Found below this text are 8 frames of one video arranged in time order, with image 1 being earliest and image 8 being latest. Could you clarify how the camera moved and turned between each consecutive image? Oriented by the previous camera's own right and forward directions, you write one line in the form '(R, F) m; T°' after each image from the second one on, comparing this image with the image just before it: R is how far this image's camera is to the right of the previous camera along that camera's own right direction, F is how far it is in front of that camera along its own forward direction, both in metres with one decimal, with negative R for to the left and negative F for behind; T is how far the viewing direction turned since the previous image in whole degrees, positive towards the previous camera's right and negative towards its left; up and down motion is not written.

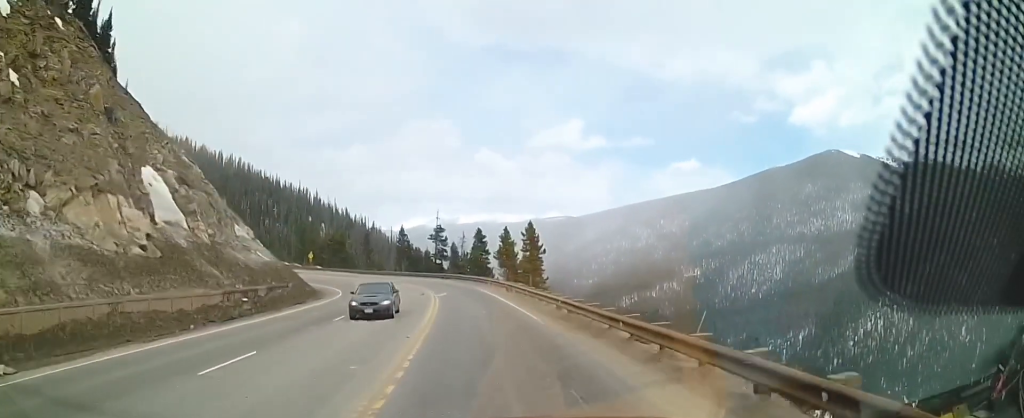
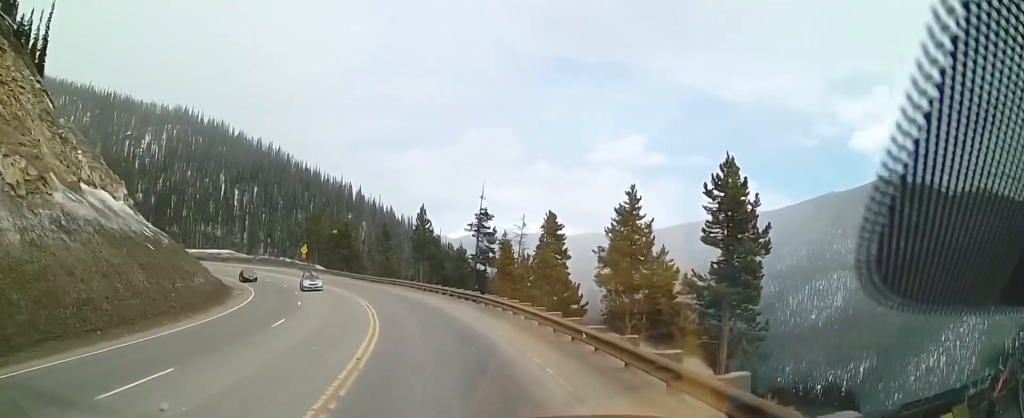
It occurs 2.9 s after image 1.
(-0.2, +40.7) m; -2°
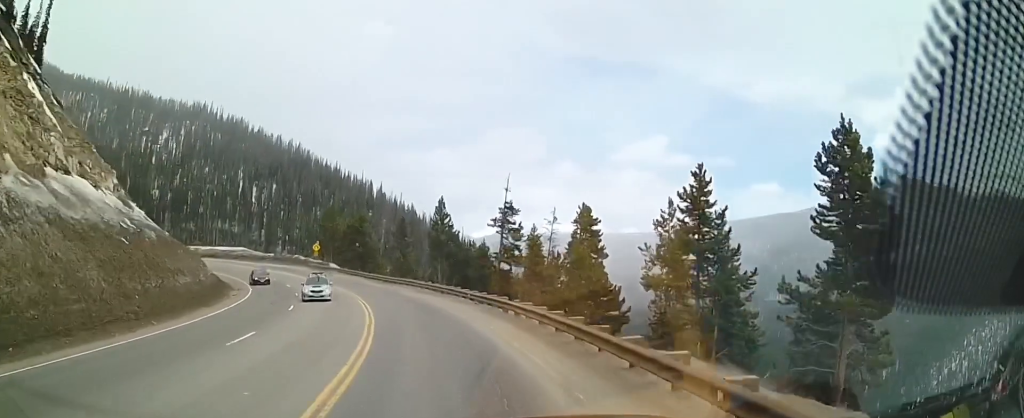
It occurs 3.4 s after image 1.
(0.0, +5.8) m; -2°
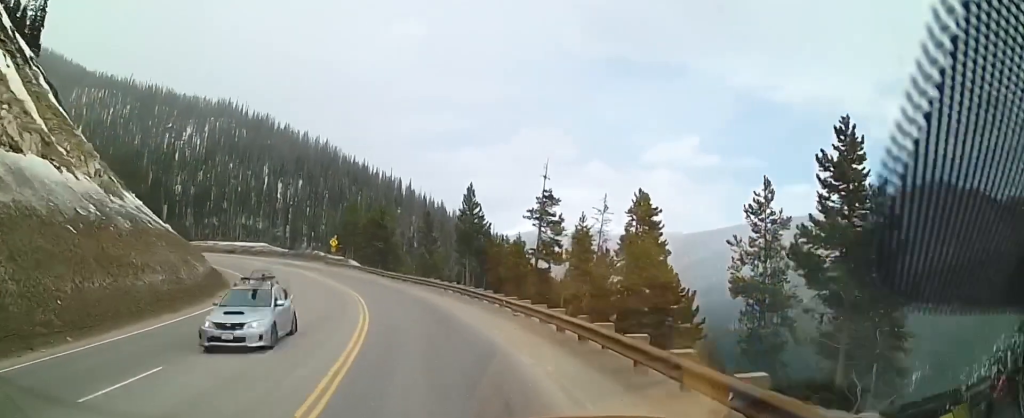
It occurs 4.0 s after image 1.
(-0.2, +7.6) m; -2°
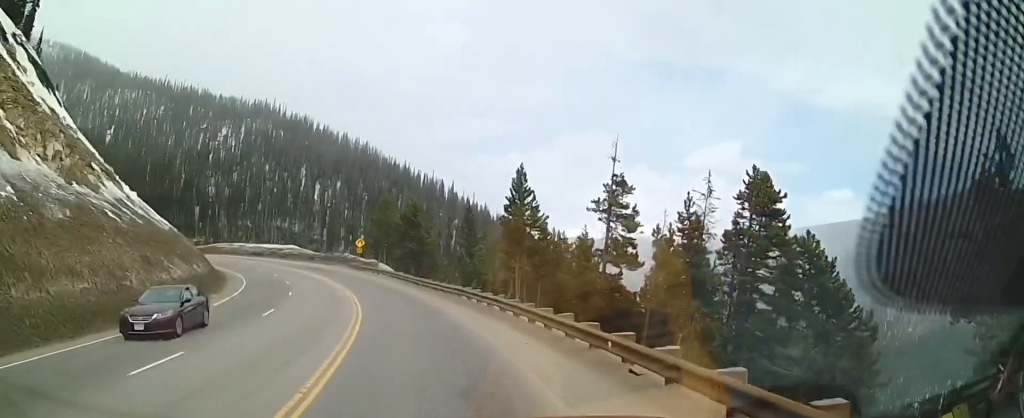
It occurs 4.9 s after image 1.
(-0.3, +10.6) m; -6°
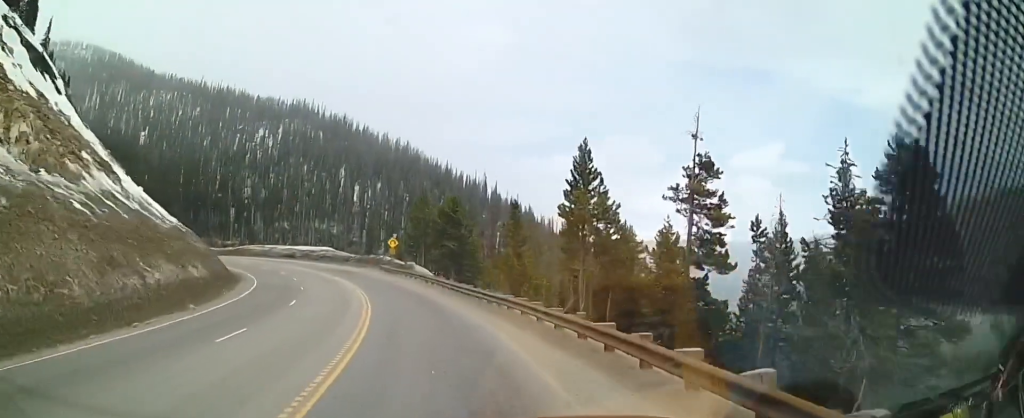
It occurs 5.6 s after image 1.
(-0.1, +7.8) m; -5°
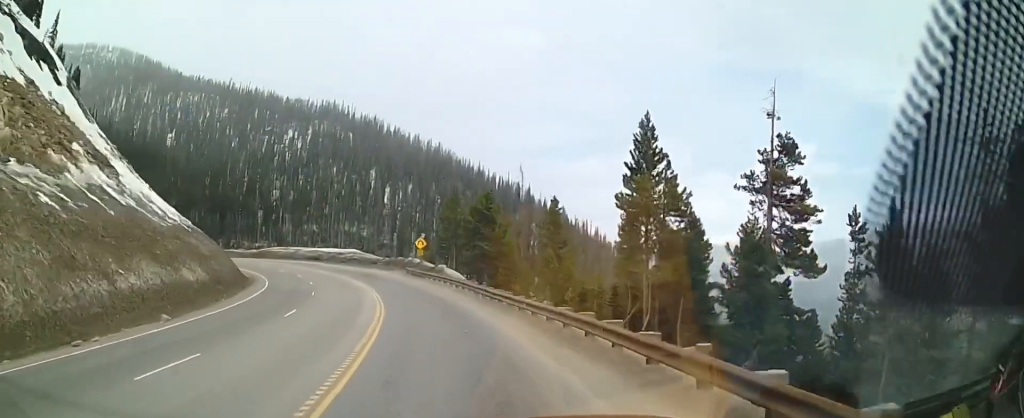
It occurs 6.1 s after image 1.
(-0.5, +5.6) m; -3°
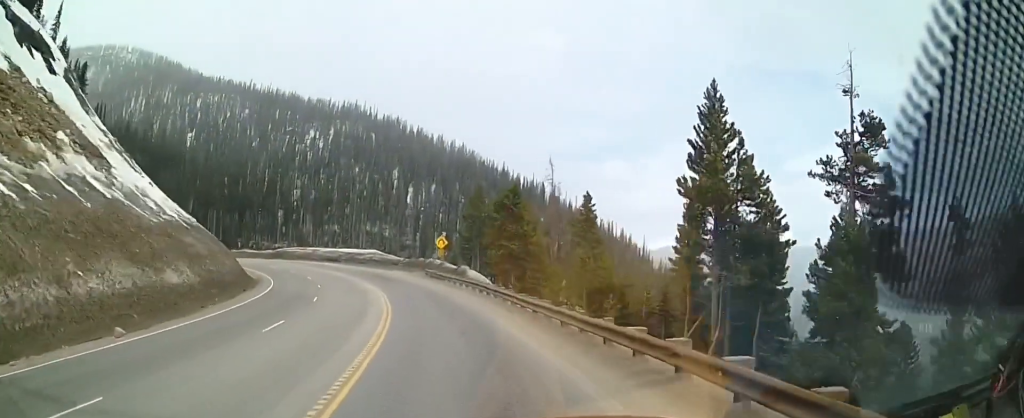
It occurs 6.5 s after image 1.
(-0.2, +4.8) m; -2°
